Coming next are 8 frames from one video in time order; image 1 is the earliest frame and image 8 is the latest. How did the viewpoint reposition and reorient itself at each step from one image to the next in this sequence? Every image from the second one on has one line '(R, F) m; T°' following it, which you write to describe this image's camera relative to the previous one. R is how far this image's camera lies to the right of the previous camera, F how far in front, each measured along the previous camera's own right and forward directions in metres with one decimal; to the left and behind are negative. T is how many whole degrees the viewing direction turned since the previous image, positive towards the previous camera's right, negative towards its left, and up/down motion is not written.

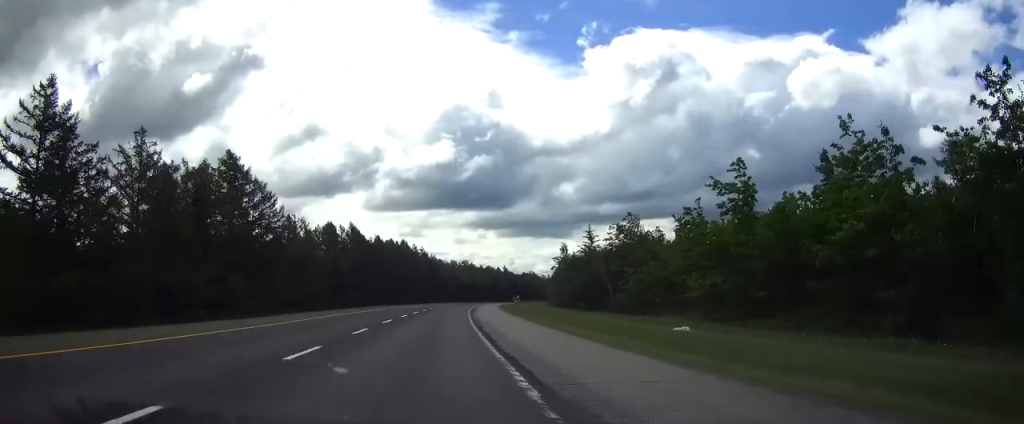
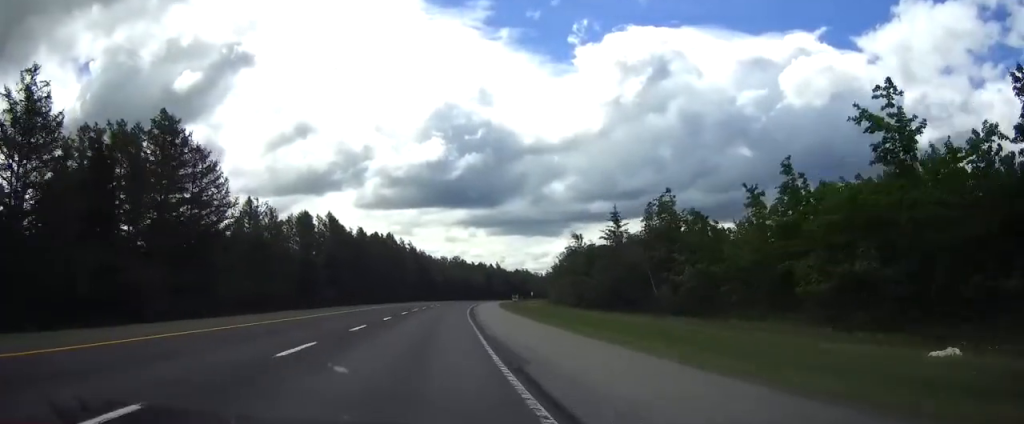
(+0.2, +17.5) m; +1°
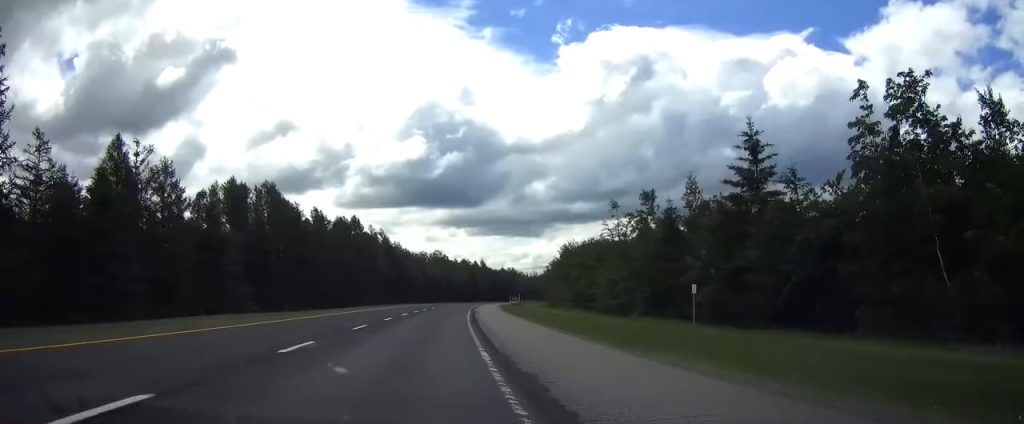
(+0.6, +35.0) m; +2°
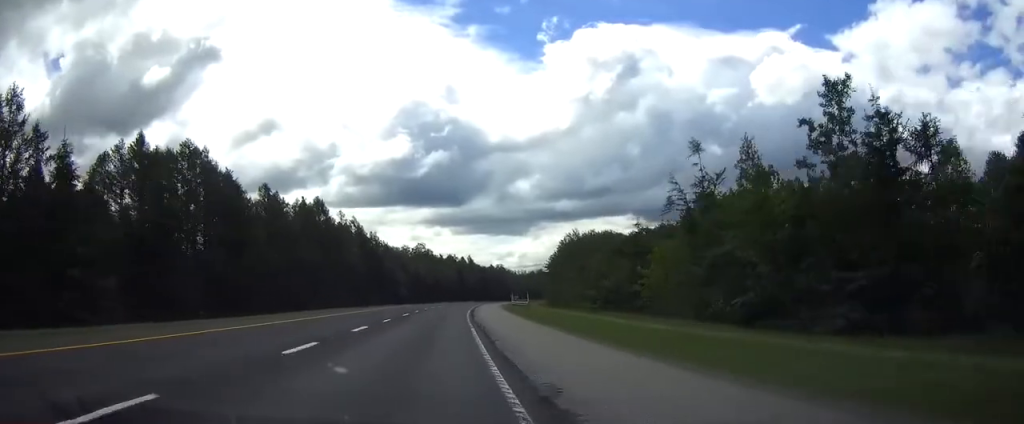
(+0.4, +26.8) m; +2°
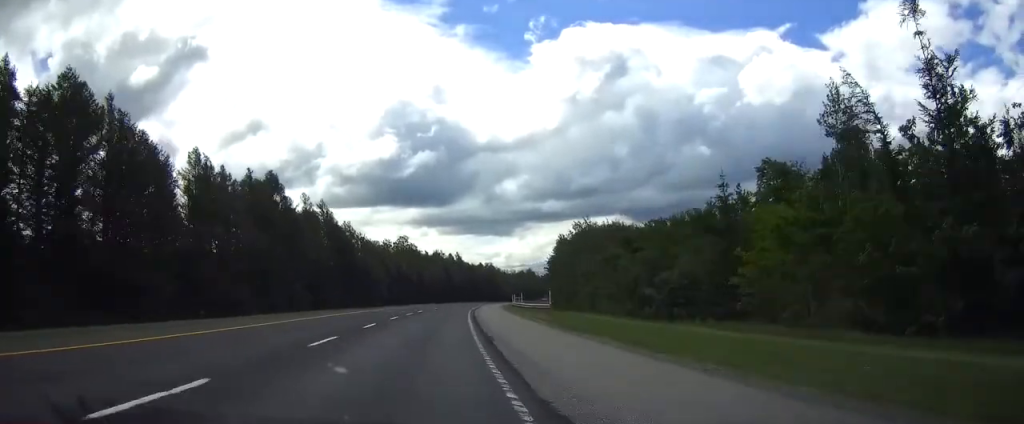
(+0.3, +24.7) m; +1°
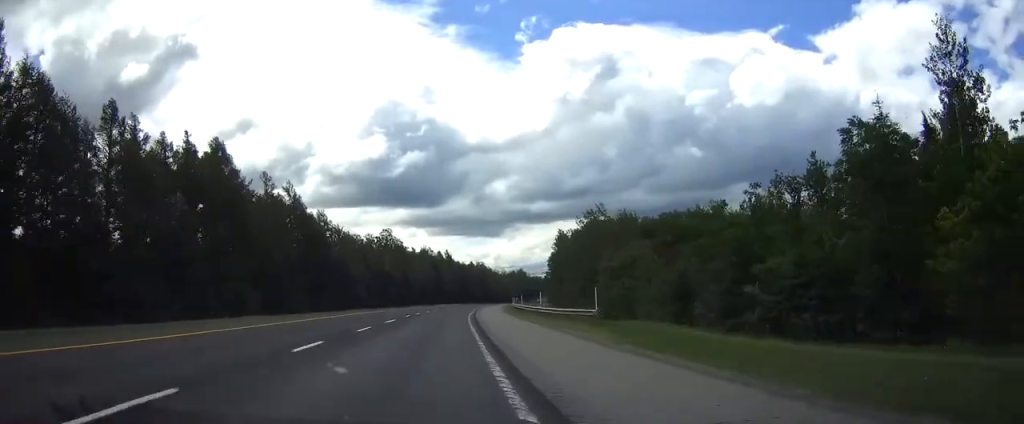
(+0.1, +19.6) m; +1°
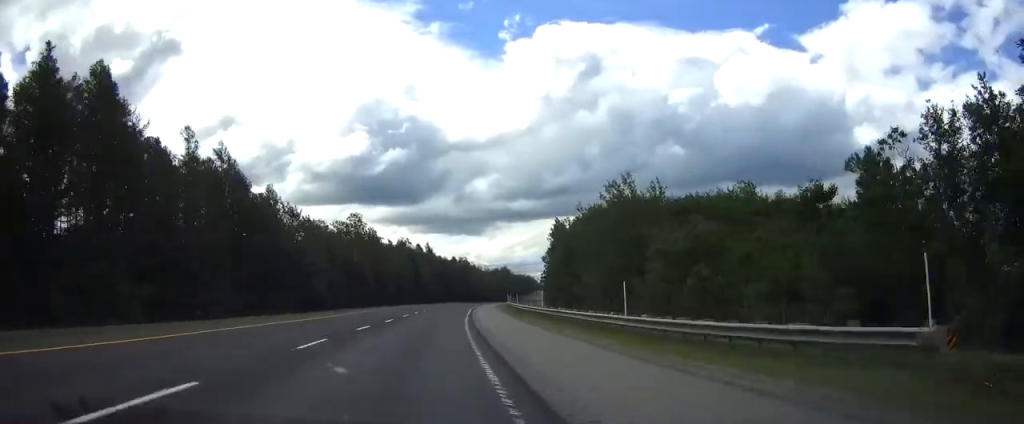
(+0.2, +25.8) m; +1°
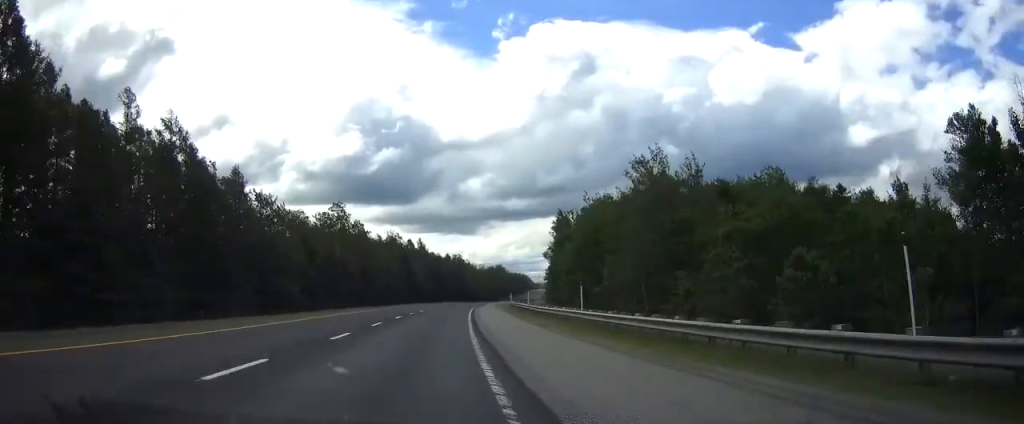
(+0.1, +14.5) m; +1°
